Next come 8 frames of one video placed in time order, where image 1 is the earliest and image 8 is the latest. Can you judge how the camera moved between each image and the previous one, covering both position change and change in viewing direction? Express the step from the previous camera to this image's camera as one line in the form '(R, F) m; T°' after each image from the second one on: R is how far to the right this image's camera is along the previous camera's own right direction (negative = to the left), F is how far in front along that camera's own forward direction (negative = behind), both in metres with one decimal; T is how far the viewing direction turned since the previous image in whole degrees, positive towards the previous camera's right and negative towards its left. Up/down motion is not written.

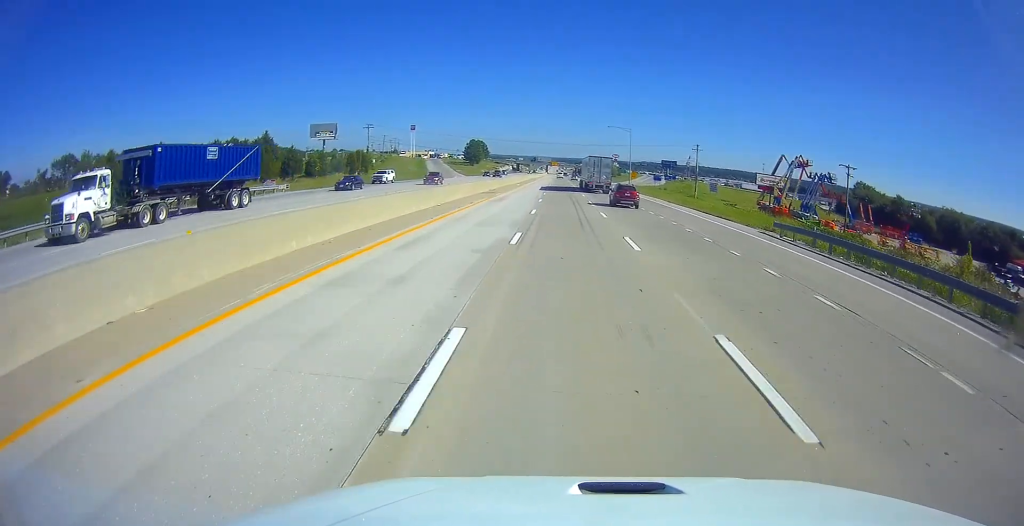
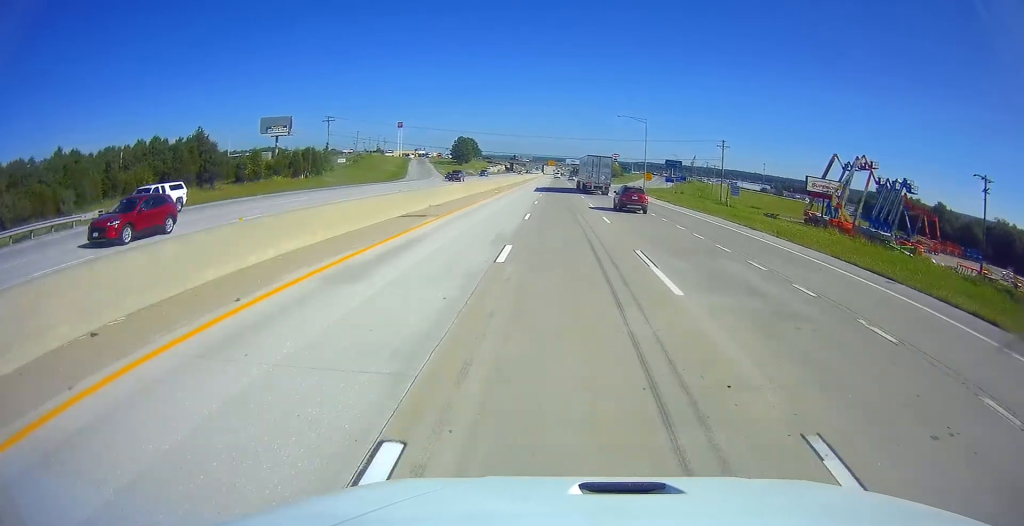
(-0.4, +27.7) m; 0°
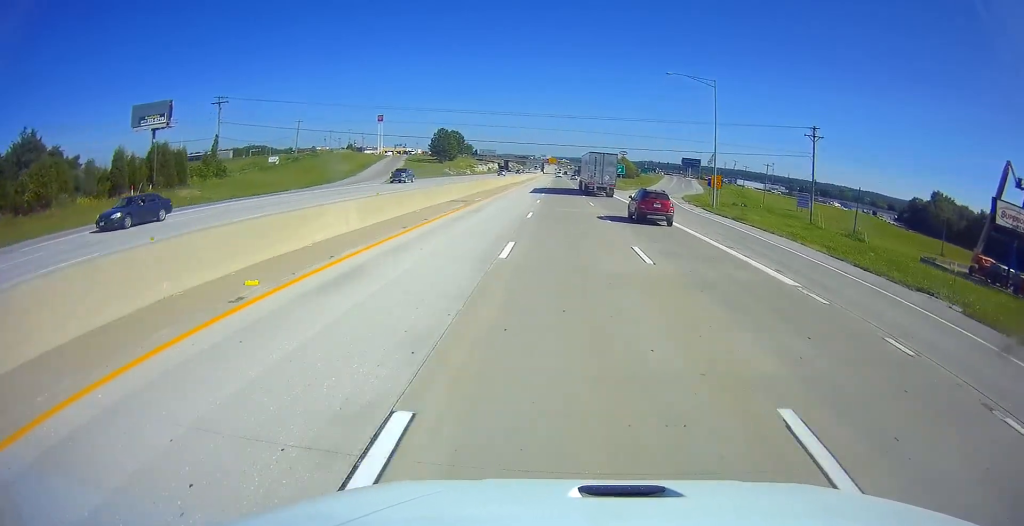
(0.0, +48.4) m; 0°
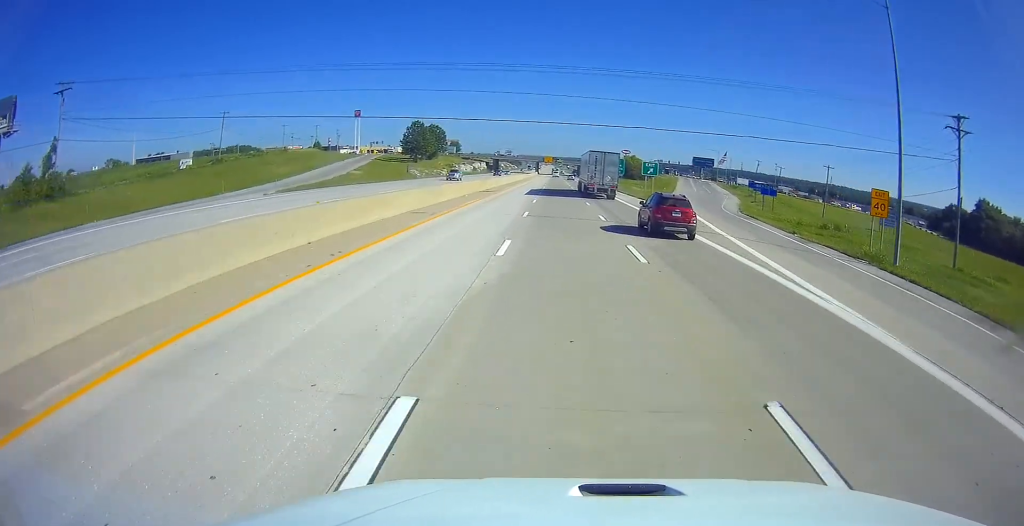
(+0.6, +36.7) m; +1°
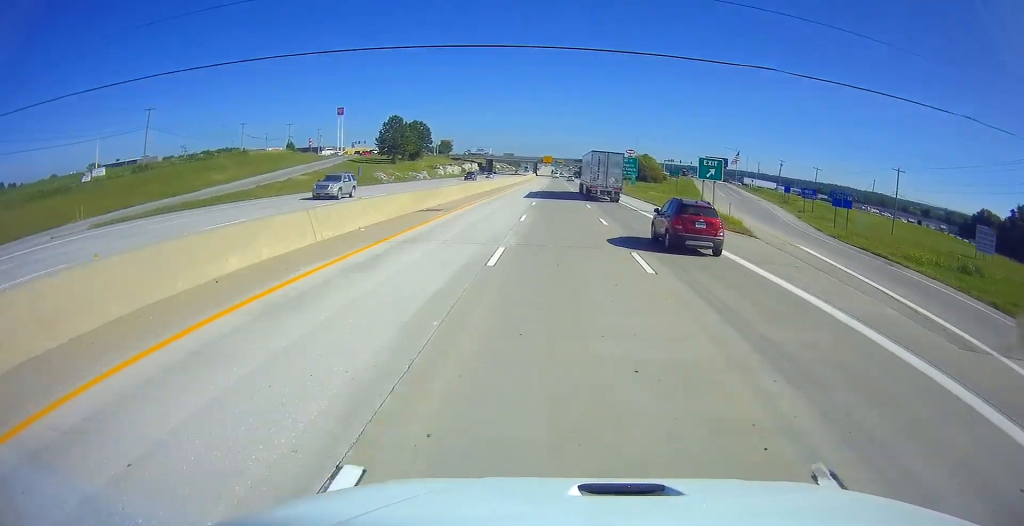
(0.0, +26.0) m; -1°
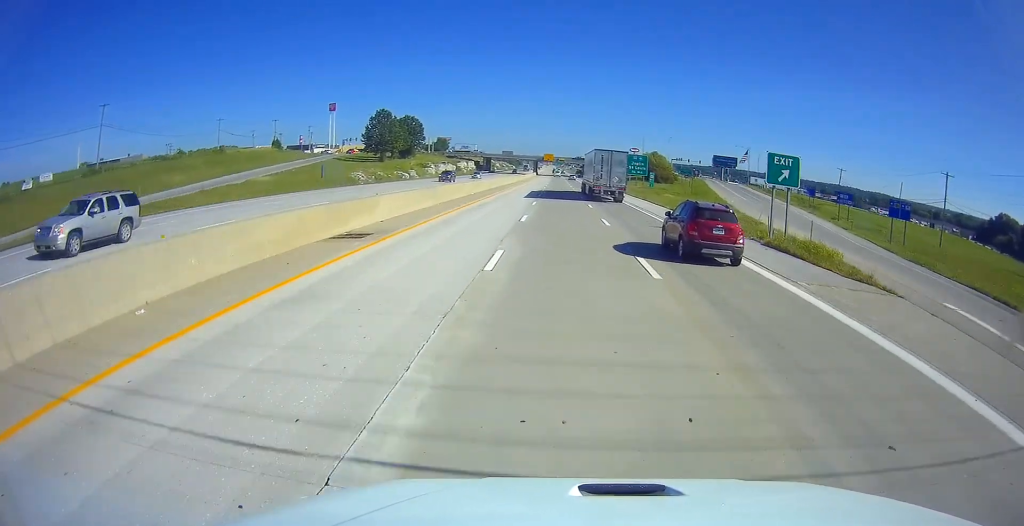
(-0.2, +13.2) m; 0°
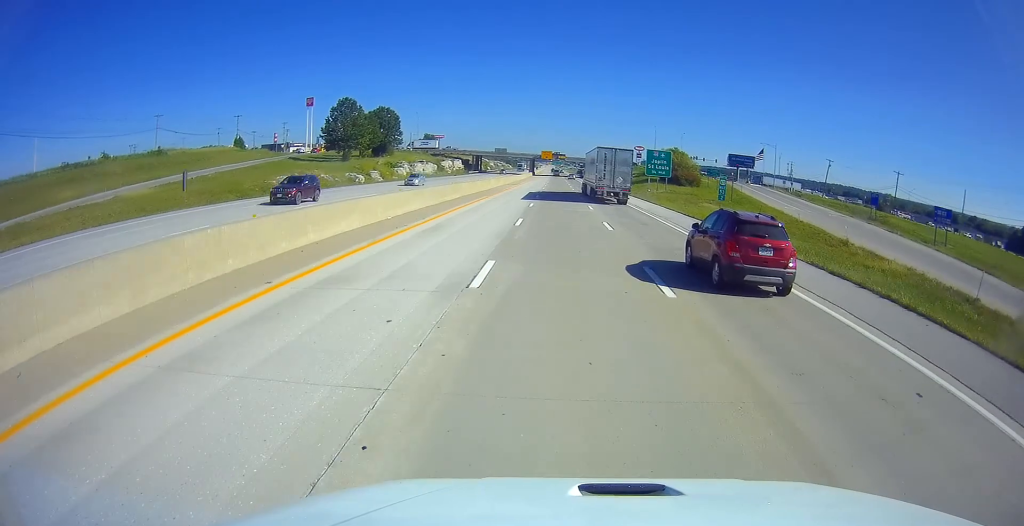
(-0.3, +26.4) m; 0°
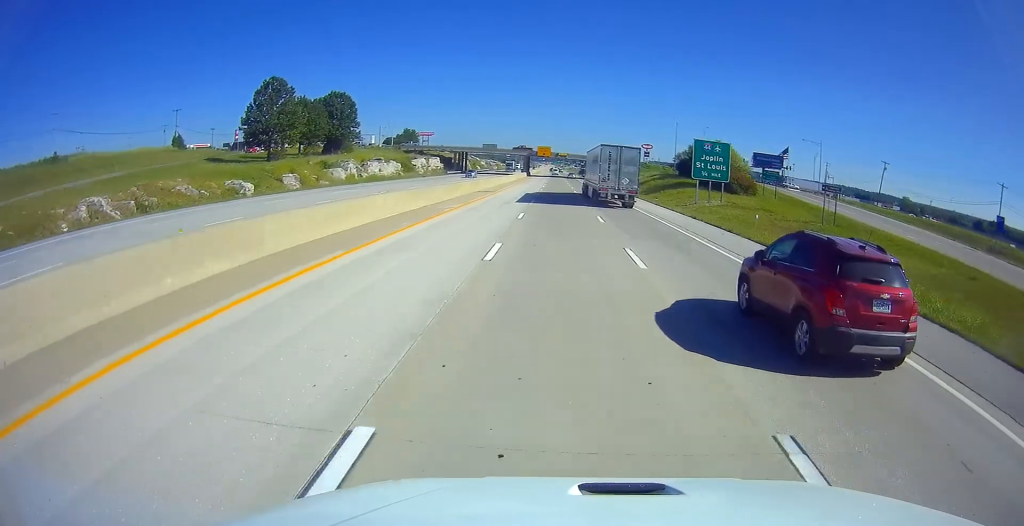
(+0.6, +33.7) m; +1°
